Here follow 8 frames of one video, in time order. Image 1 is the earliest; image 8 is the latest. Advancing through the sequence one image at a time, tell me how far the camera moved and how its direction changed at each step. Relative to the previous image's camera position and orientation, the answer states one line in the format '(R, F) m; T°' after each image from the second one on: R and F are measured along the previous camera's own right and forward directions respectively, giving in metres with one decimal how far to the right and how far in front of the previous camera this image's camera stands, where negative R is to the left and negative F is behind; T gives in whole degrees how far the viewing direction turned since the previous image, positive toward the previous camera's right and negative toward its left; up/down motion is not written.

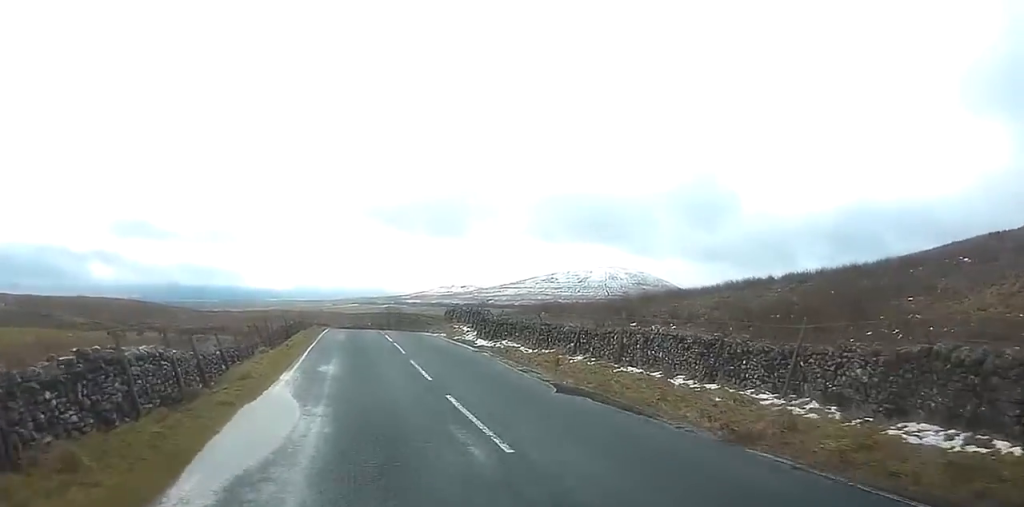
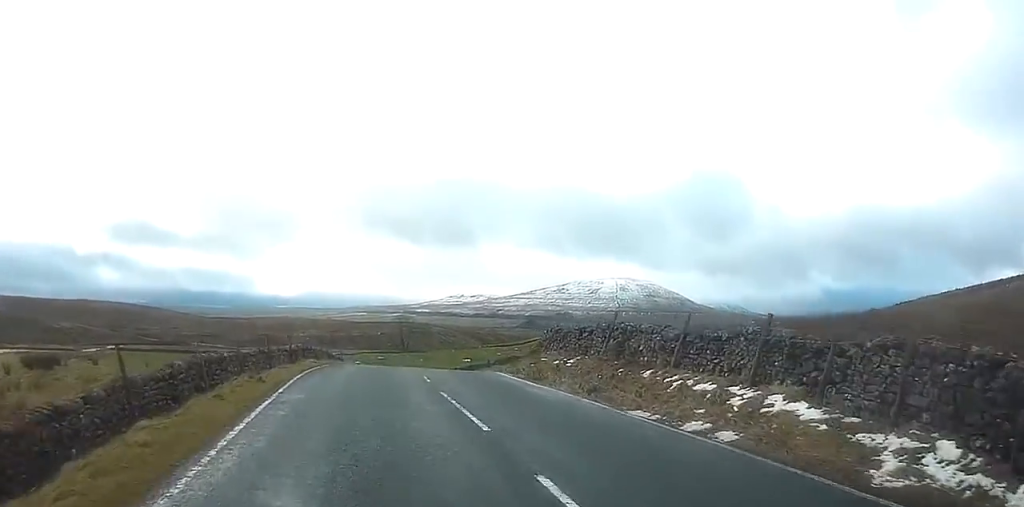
(0.0, +33.3) m; +1°
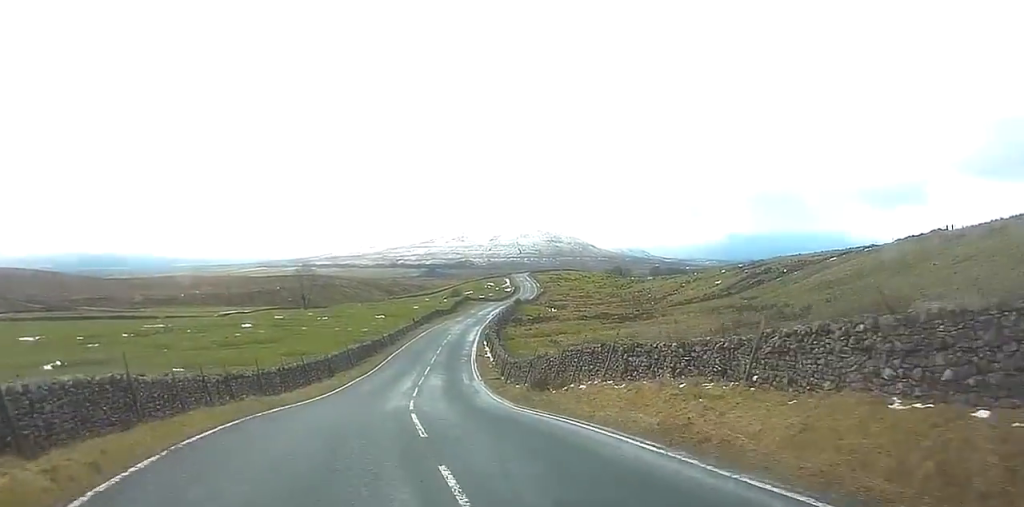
(+0.7, +35.5) m; +4°
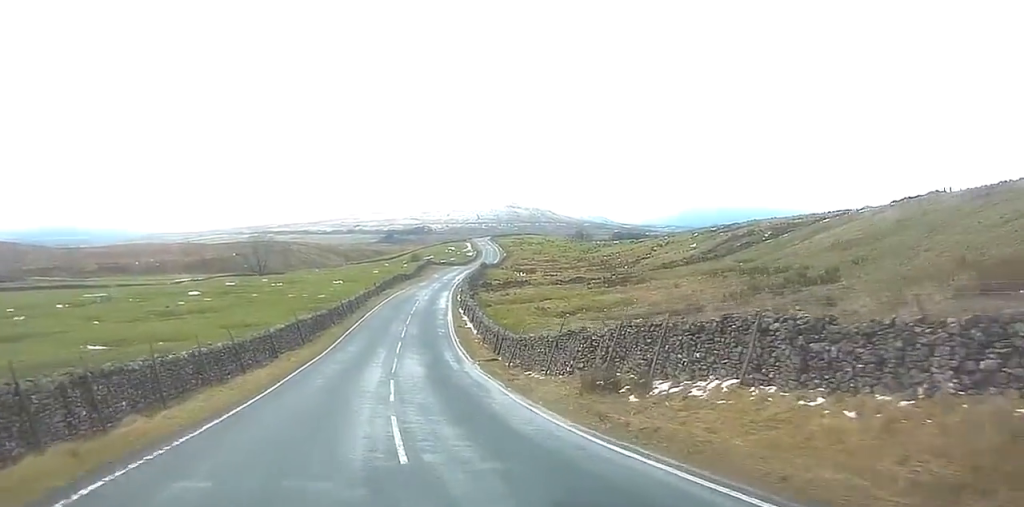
(+0.4, +11.7) m; +2°
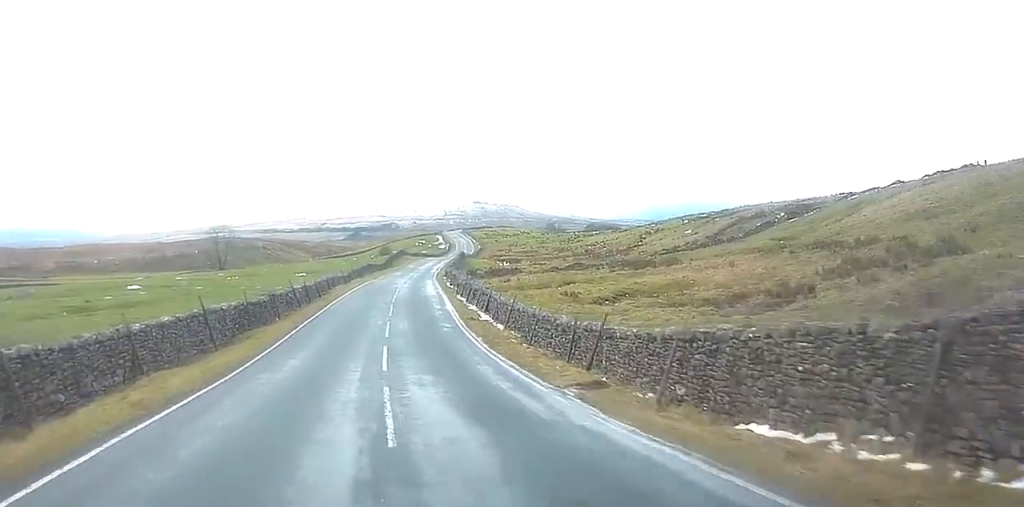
(+0.6, +18.4) m; +3°
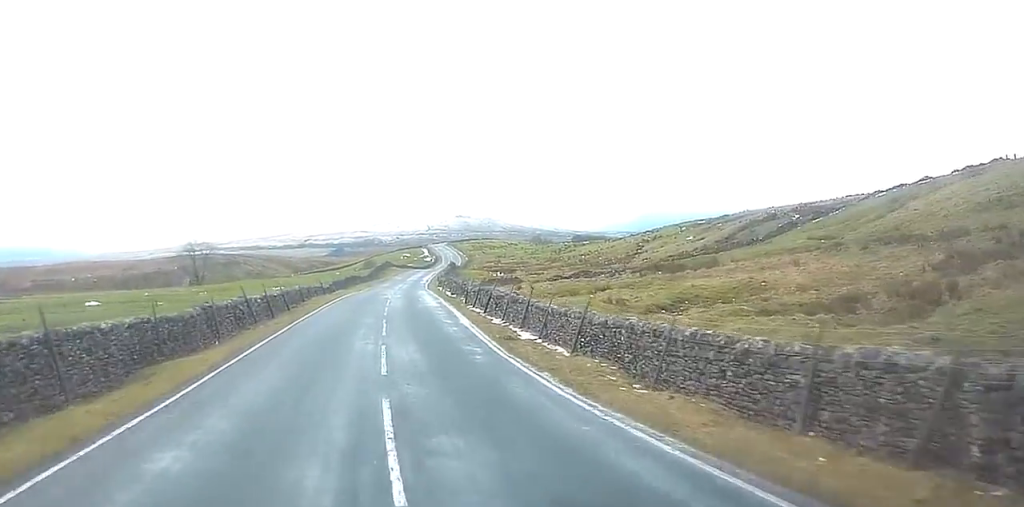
(+0.2, +11.2) m; +2°
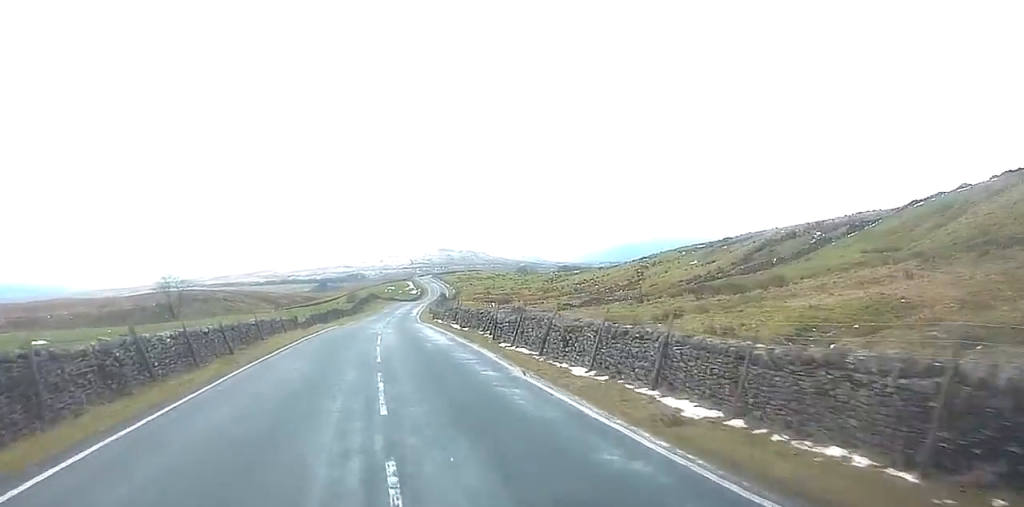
(+0.2, +12.6) m; +1°
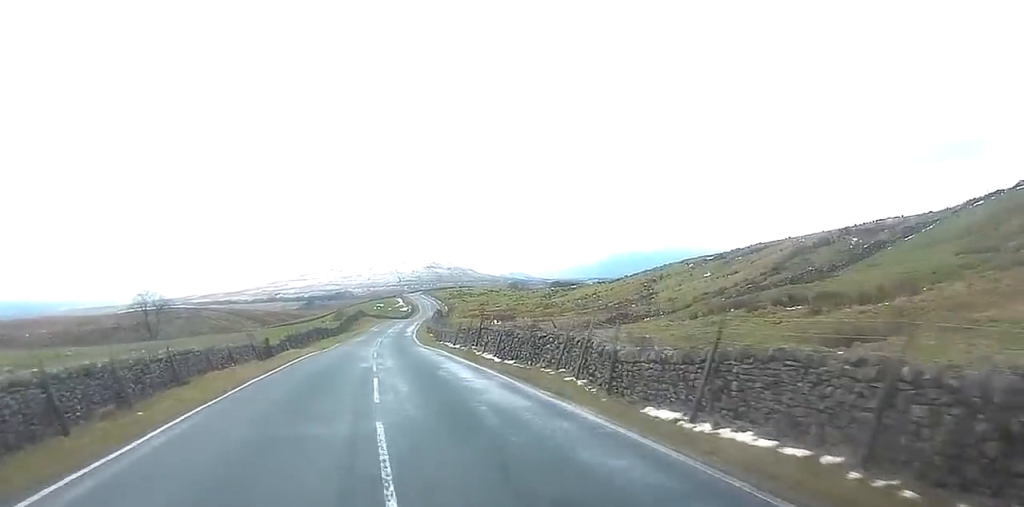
(+0.1, +13.7) m; +1°
